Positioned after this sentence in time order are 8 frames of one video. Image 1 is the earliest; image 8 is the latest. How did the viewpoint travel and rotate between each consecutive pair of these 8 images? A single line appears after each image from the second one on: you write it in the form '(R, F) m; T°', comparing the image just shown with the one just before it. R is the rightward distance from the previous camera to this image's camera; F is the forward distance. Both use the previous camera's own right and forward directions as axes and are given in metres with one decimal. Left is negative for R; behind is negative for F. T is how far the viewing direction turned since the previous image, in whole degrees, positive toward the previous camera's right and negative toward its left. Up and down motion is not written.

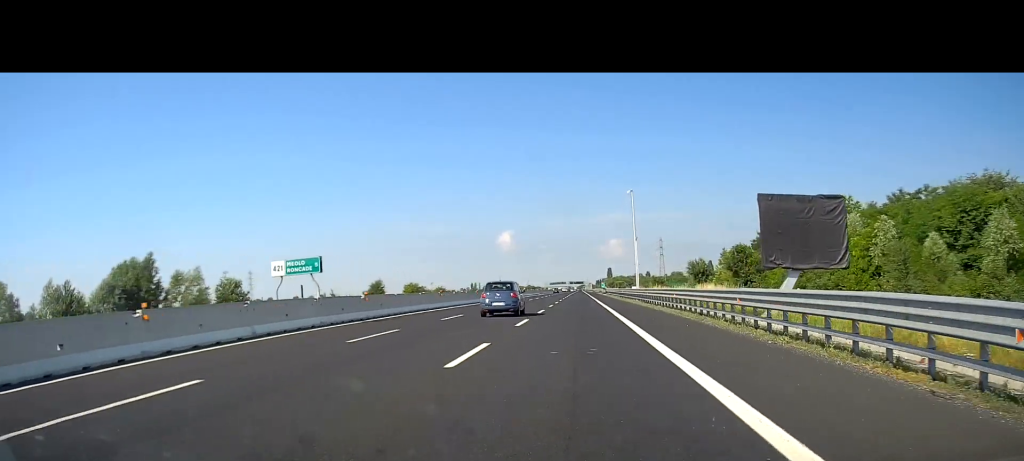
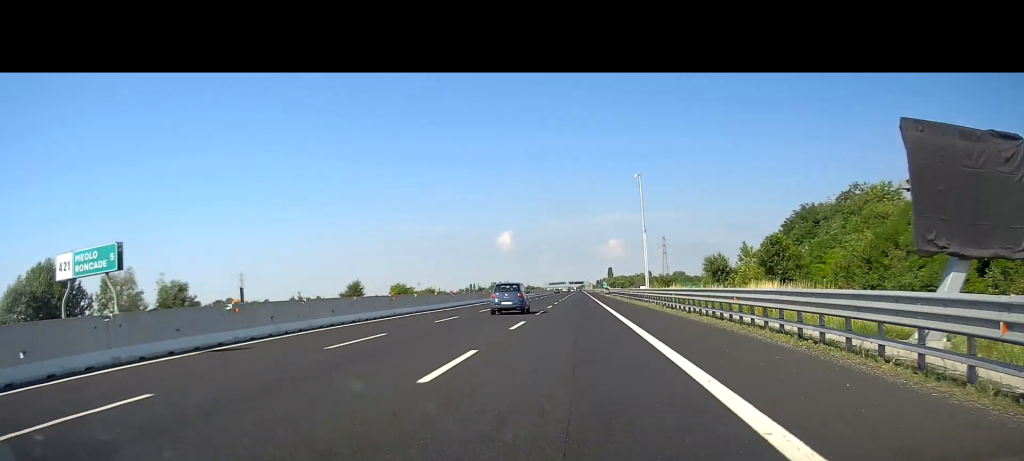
(0.0, +13.2) m; 0°
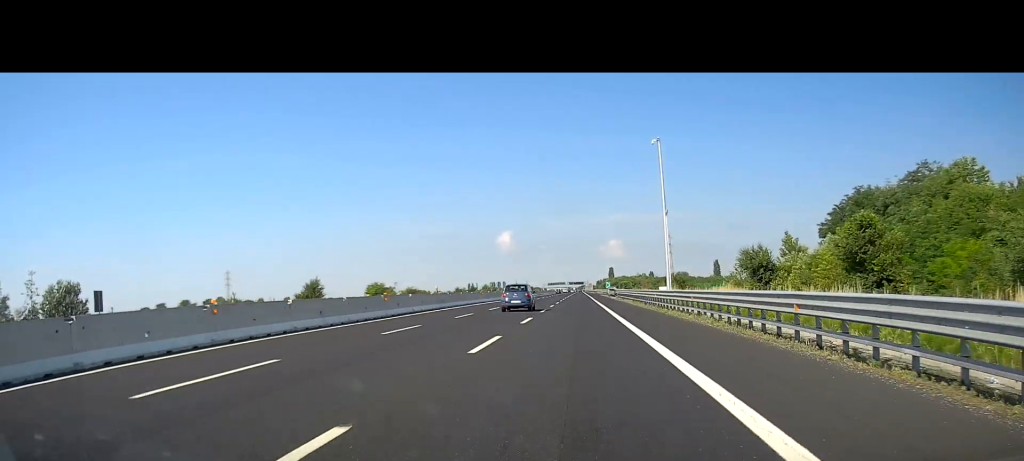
(0.0, +19.3) m; 0°
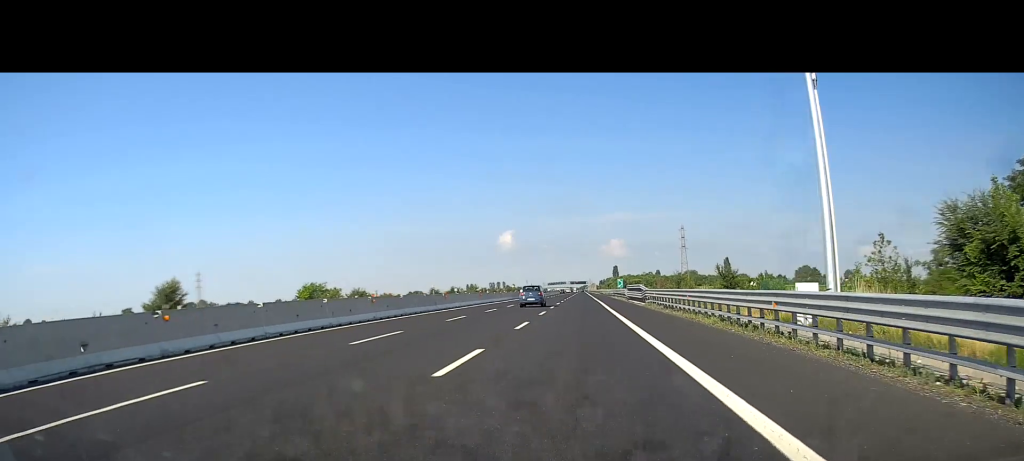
(0.0, +38.6) m; 0°
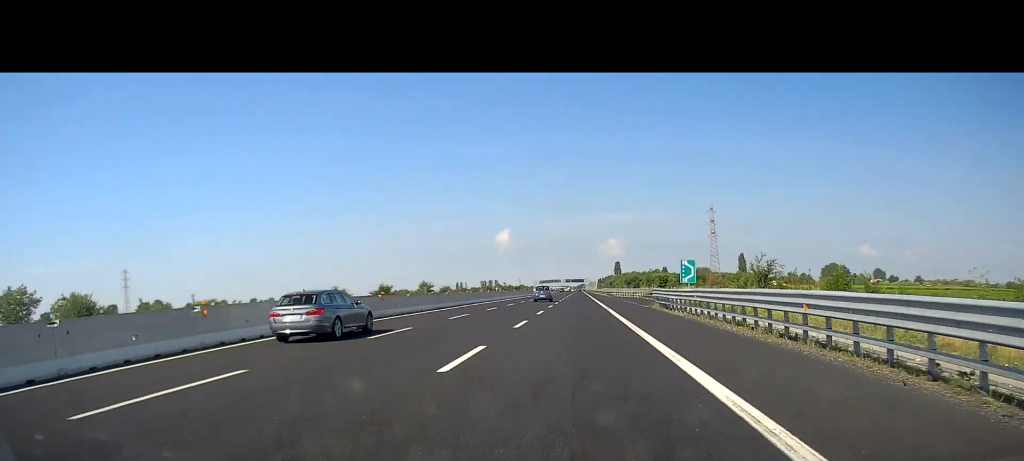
(-0.1, +69.2) m; 0°
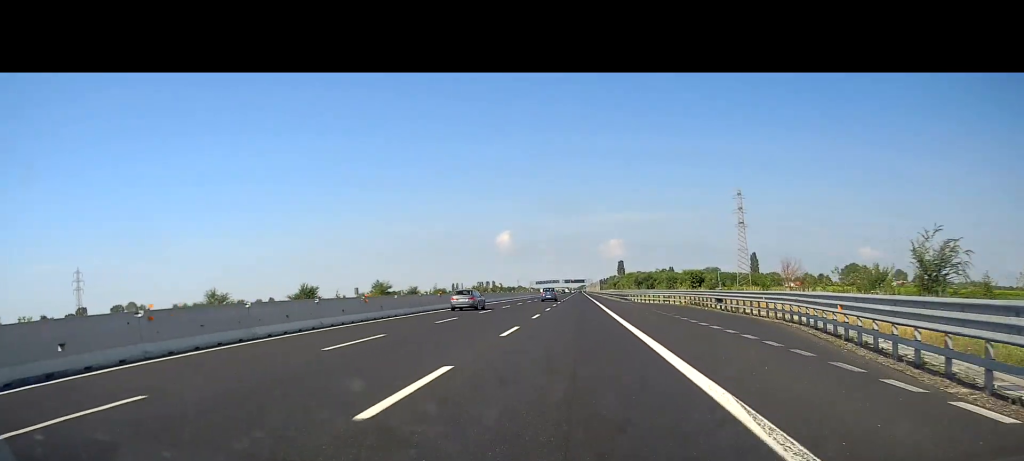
(+0.1, +38.6) m; 0°
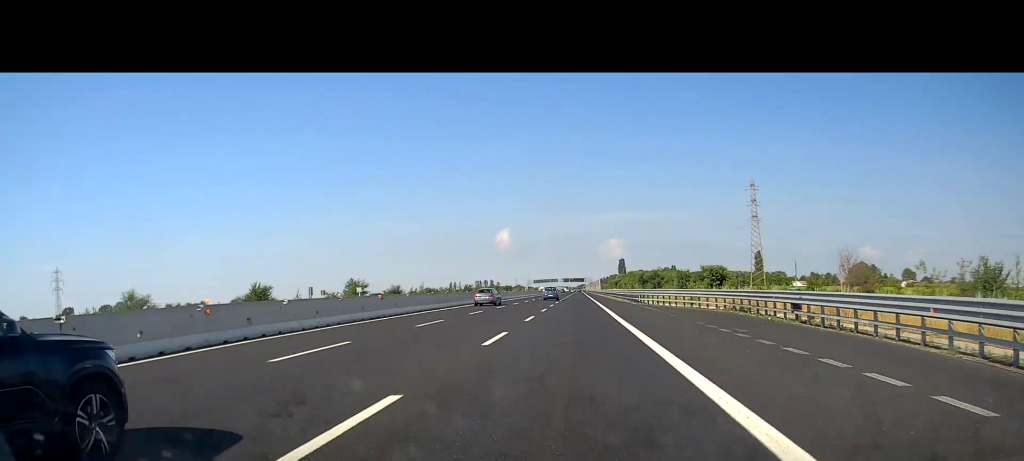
(0.0, +14.9) m; 0°
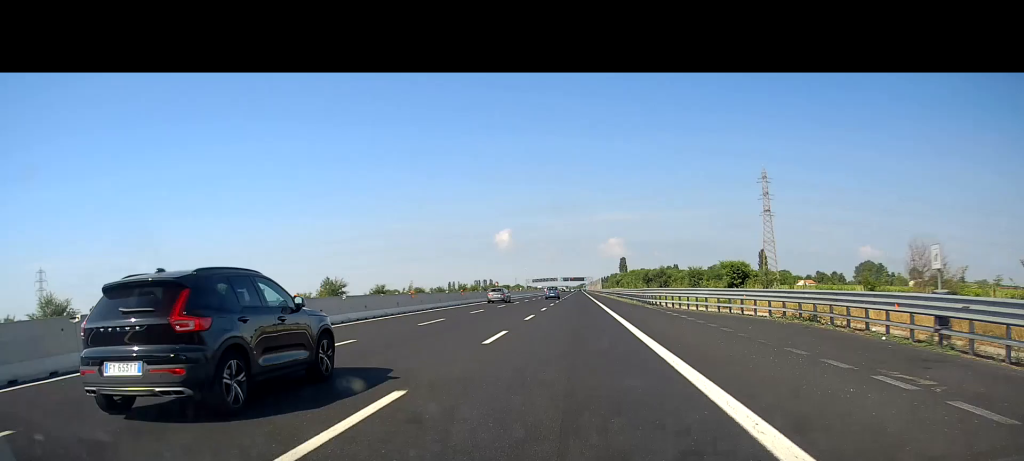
(0.0, +11.4) m; 0°
